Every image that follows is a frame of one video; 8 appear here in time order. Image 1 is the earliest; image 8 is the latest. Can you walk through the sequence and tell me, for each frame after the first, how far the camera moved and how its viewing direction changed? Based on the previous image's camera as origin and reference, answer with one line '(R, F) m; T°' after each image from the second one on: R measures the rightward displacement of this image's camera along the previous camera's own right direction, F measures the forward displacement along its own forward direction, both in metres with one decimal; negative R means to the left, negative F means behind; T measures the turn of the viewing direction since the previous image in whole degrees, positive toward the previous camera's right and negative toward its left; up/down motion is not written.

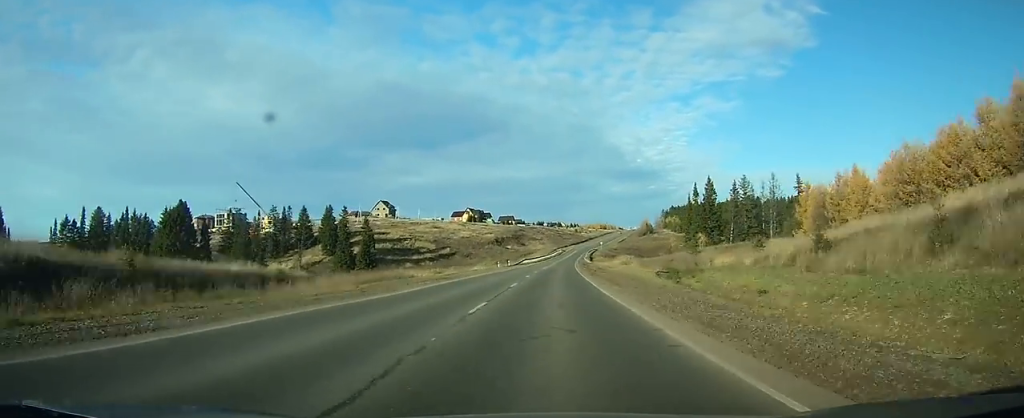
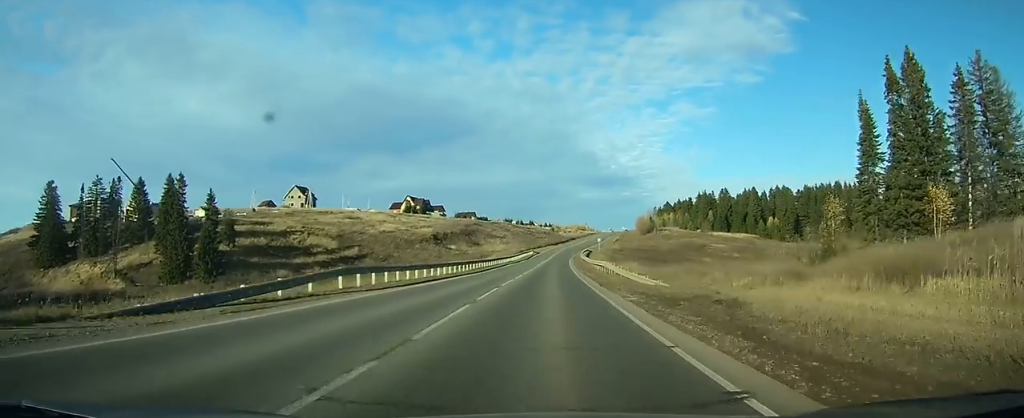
(+4.2, +85.9) m; +4°
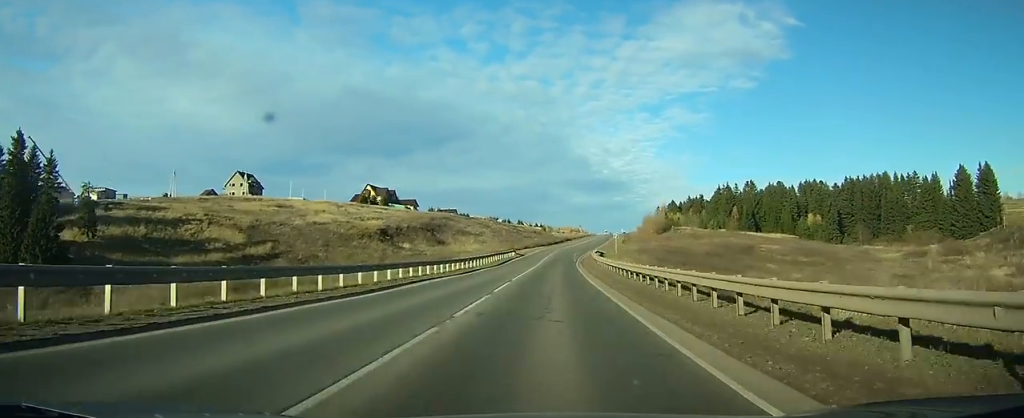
(+0.5, +46.6) m; +1°
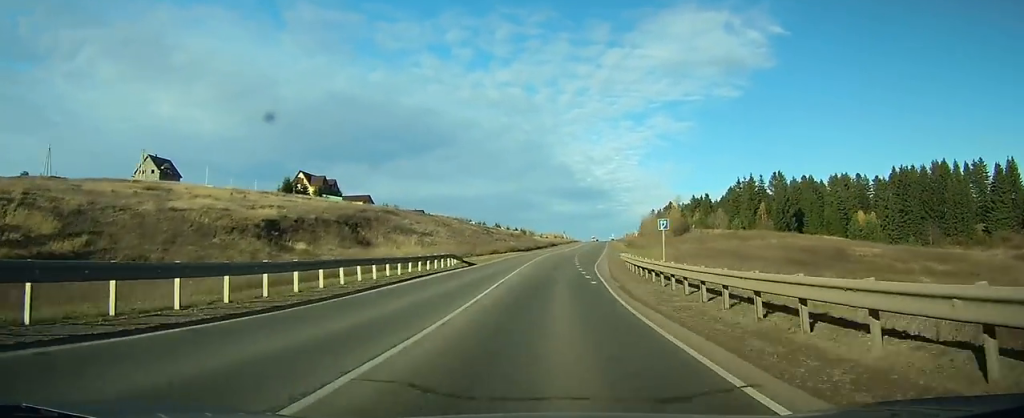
(+0.4, +45.3) m; +1°
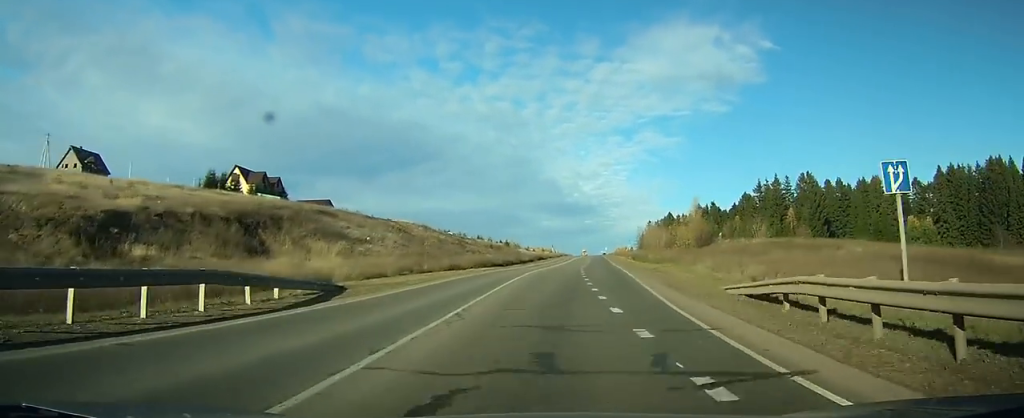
(+0.1, +29.0) m; +1°
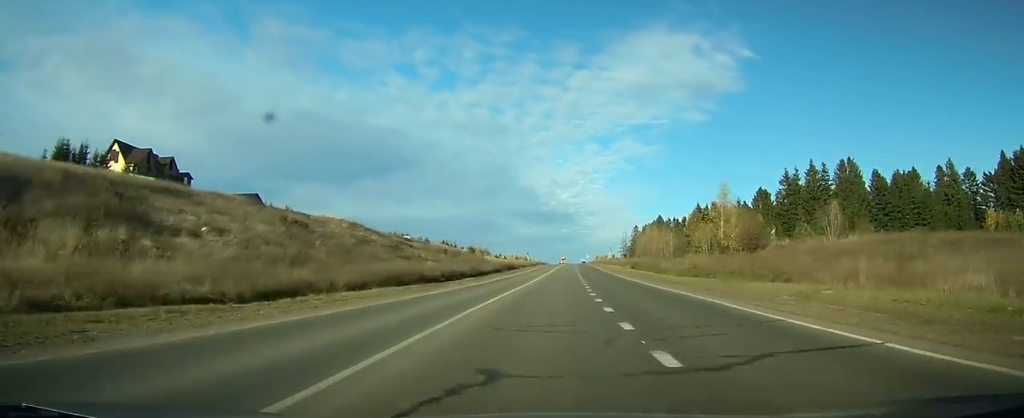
(+0.4, +32.2) m; +2°
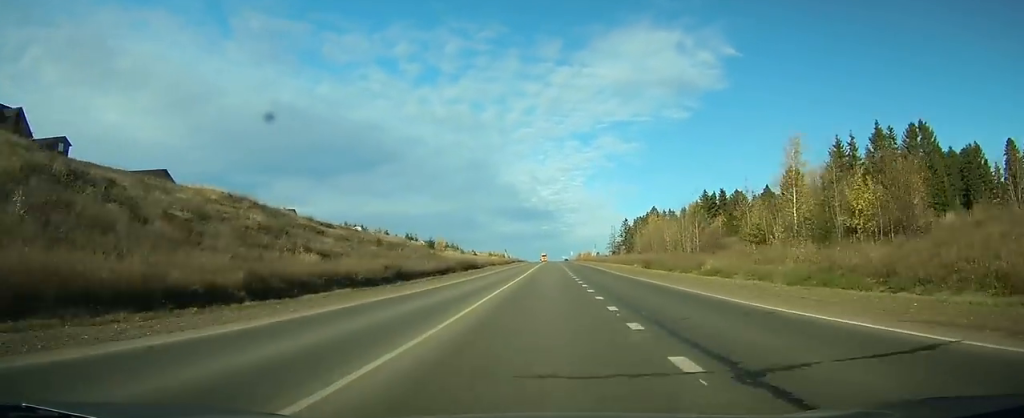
(+0.7, +30.7) m; +2°
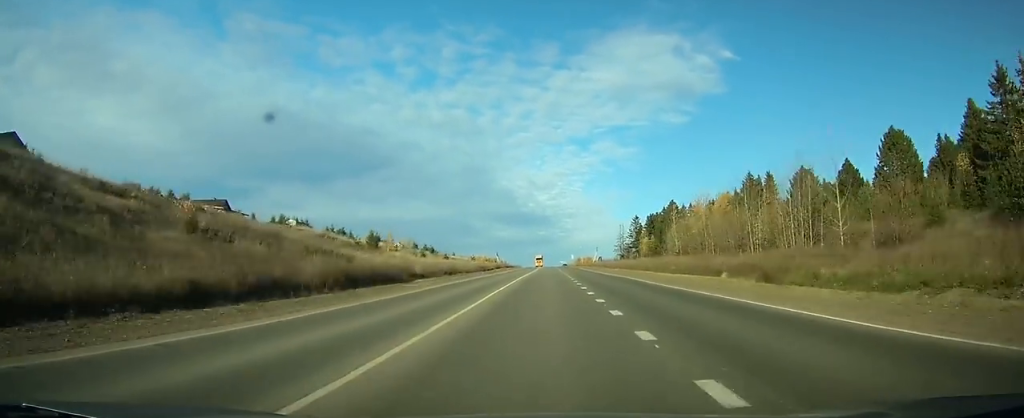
(+0.7, +39.1) m; +2°
